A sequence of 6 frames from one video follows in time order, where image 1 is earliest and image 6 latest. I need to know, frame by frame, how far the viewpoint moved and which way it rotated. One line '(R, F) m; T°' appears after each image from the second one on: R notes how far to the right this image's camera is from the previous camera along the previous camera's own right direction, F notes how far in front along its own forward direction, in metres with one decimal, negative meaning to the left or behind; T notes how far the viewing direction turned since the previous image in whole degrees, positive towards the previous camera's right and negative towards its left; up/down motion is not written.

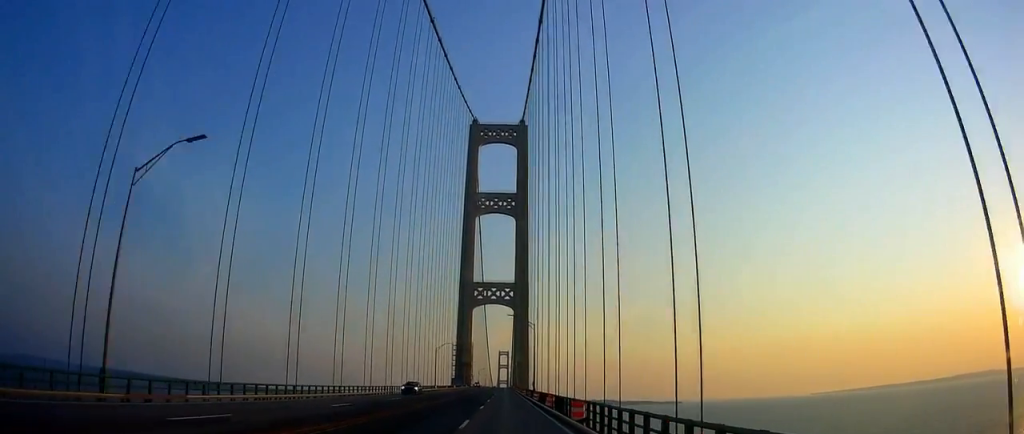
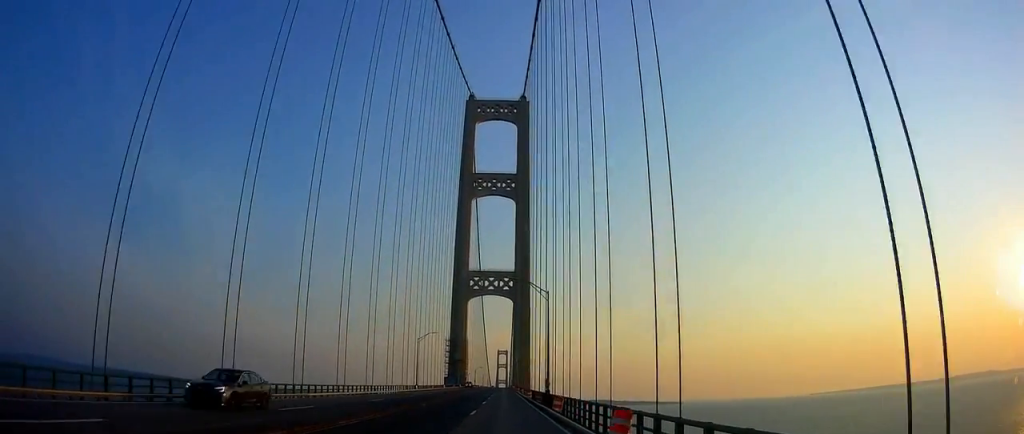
(+0.2, +17.5) m; +1°
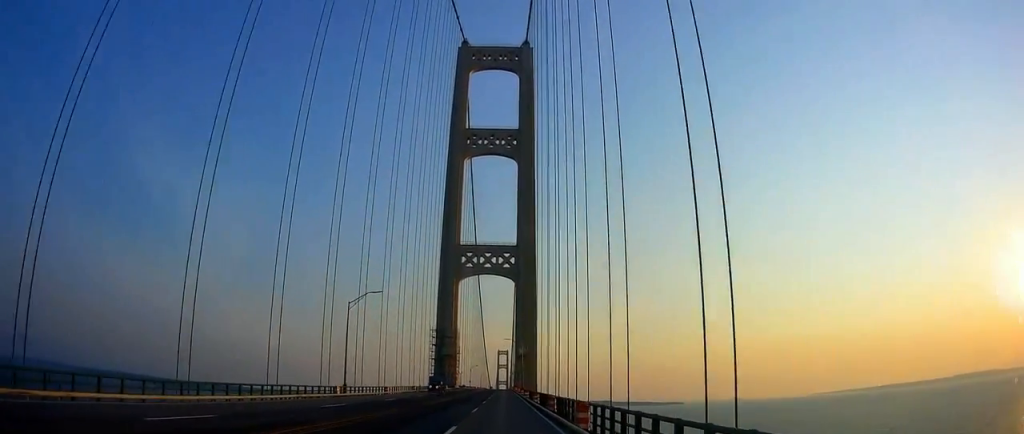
(0.0, +33.0) m; 0°
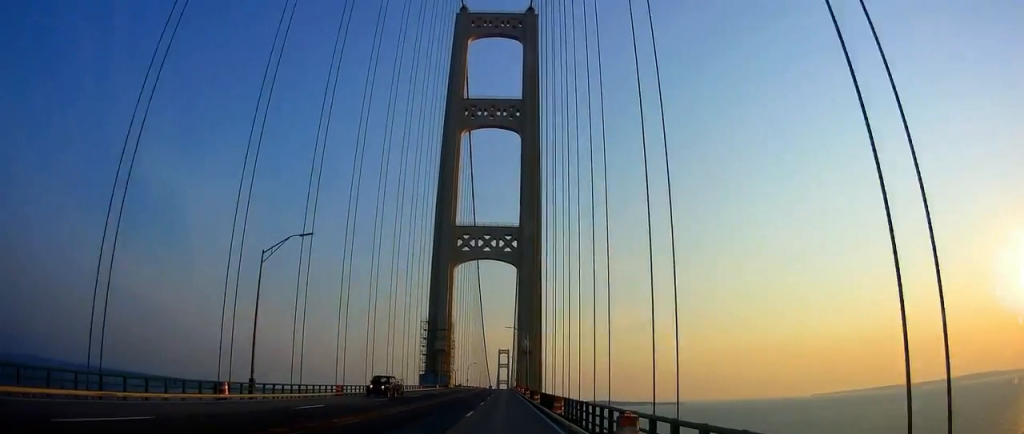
(0.0, +16.7) m; -1°
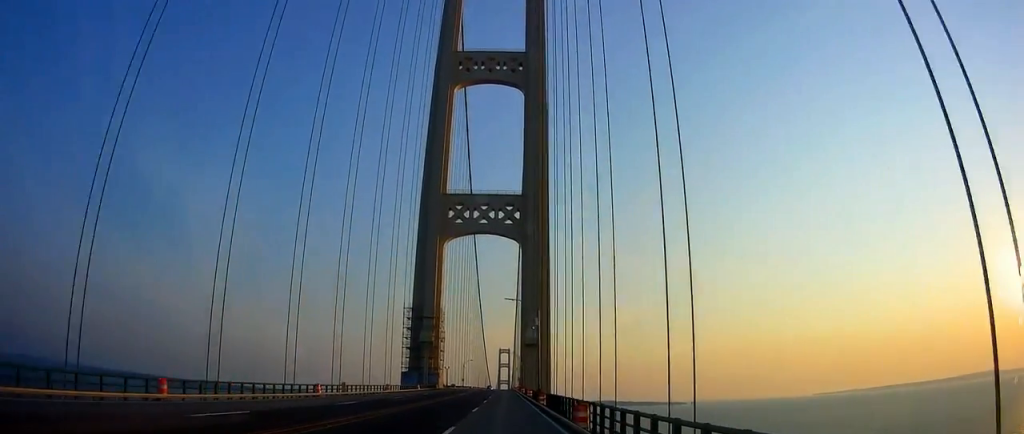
(-0.4, +23.4) m; -1°
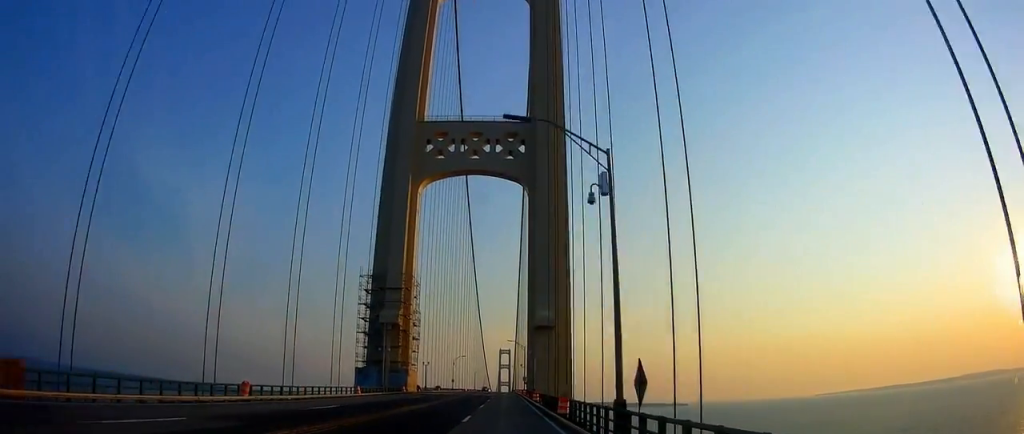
(+0.5, +34.8) m; +2°
